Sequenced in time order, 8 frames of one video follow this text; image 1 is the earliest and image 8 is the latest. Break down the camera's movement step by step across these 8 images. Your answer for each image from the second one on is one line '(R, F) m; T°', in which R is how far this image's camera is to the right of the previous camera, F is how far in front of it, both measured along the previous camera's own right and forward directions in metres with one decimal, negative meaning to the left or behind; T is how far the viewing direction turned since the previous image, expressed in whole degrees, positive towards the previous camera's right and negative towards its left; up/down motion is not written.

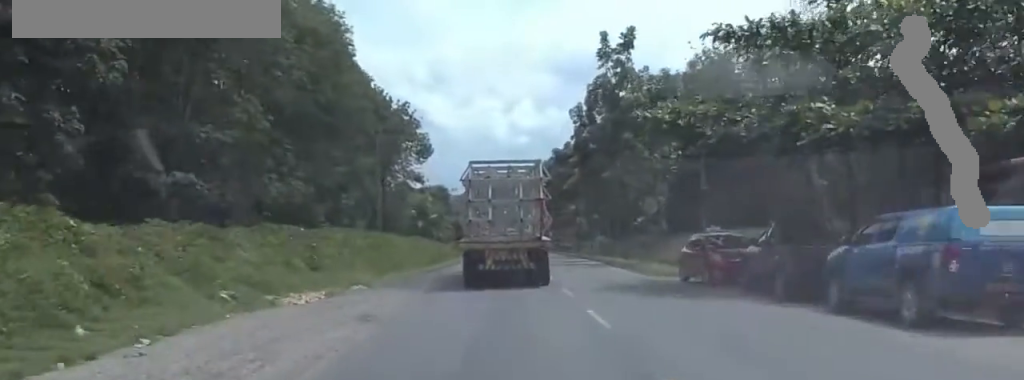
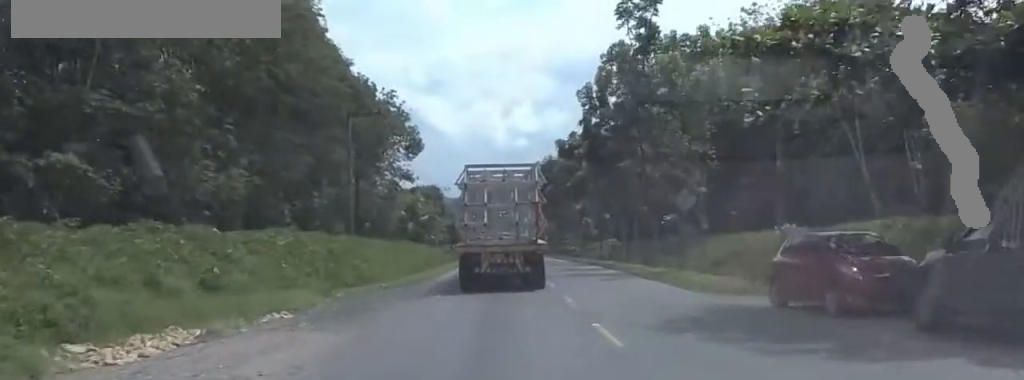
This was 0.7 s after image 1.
(+0.7, +10.9) m; -1°
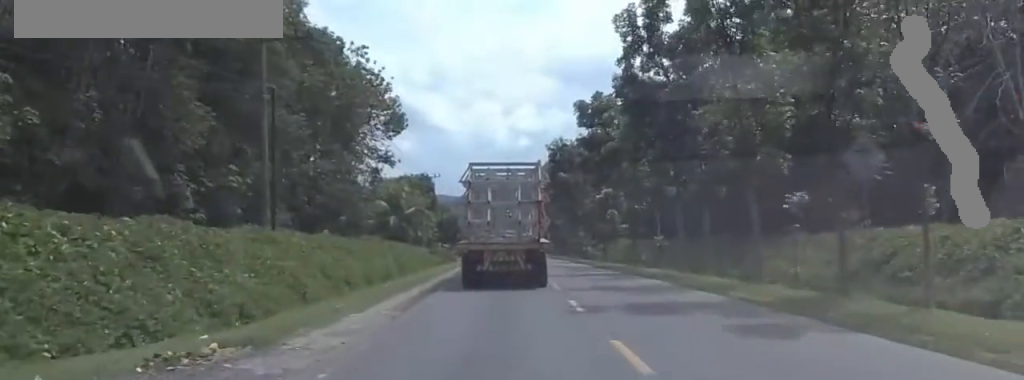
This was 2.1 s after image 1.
(-1.8, +20.7) m; -5°
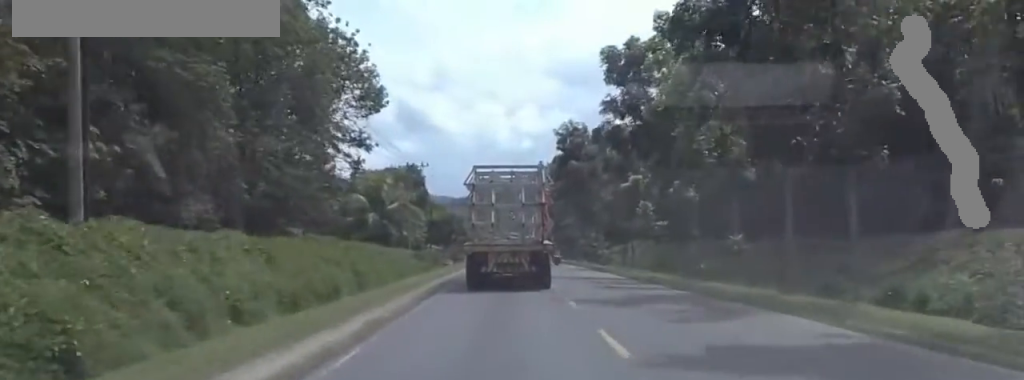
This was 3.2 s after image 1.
(0.0, +16.5) m; 0°
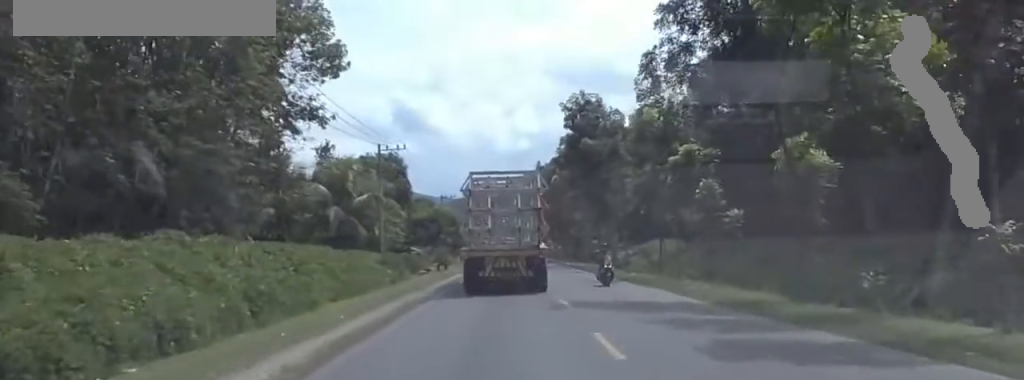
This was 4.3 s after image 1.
(0.0, +17.6) m; 0°
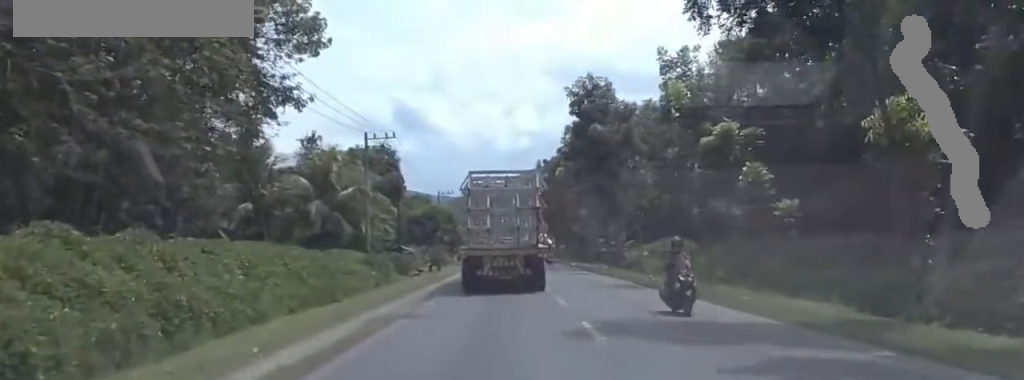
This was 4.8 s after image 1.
(0.0, +6.6) m; 0°
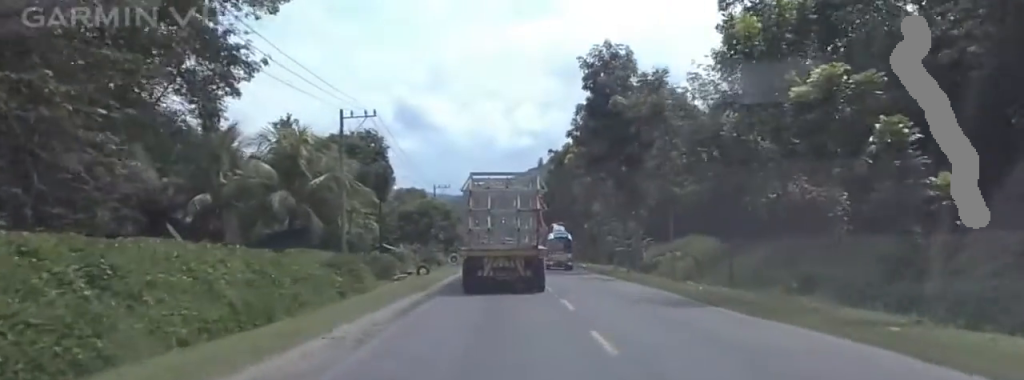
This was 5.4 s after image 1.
(0.0, +10.2) m; 0°
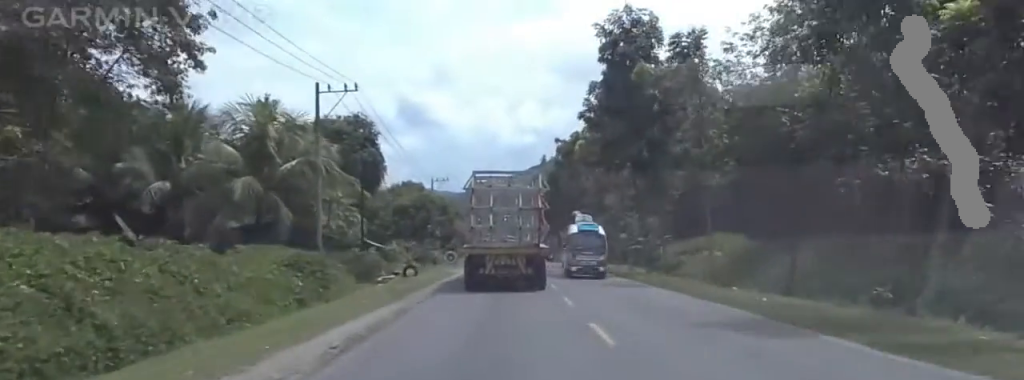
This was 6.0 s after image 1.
(0.0, +7.7) m; 0°
